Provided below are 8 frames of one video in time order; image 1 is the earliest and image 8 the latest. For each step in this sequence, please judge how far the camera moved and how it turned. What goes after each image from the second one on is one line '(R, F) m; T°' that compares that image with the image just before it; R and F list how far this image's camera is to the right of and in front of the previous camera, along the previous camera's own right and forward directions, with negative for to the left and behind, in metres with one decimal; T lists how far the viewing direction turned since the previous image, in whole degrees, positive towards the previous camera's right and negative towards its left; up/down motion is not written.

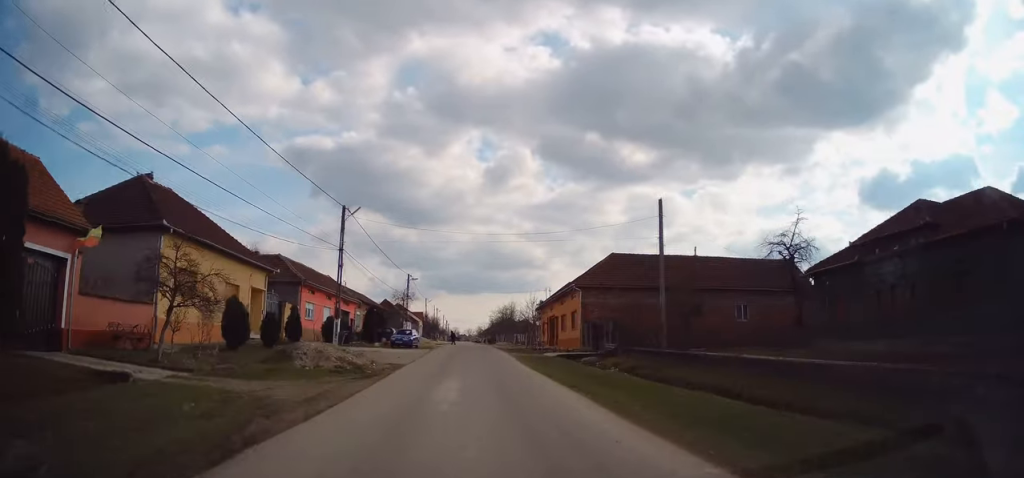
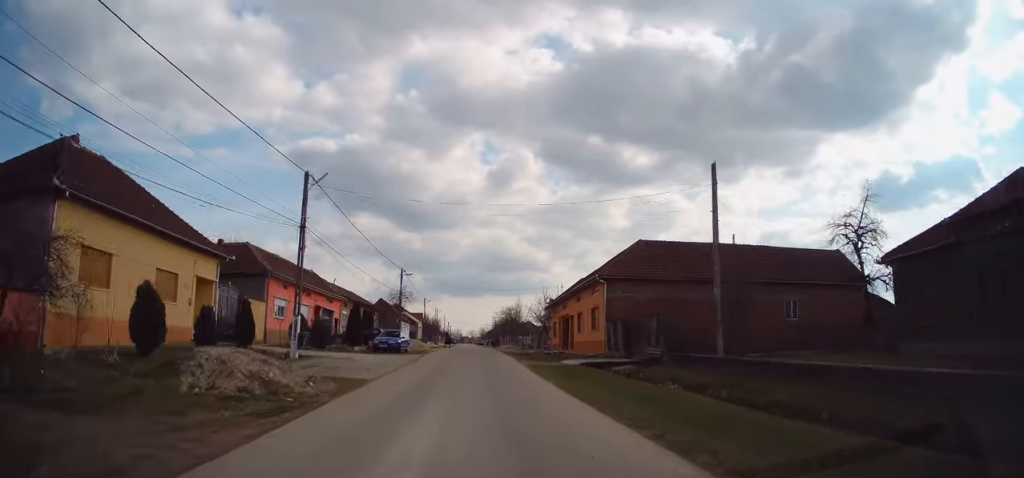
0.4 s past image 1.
(+0.2, +6.9) m; 0°
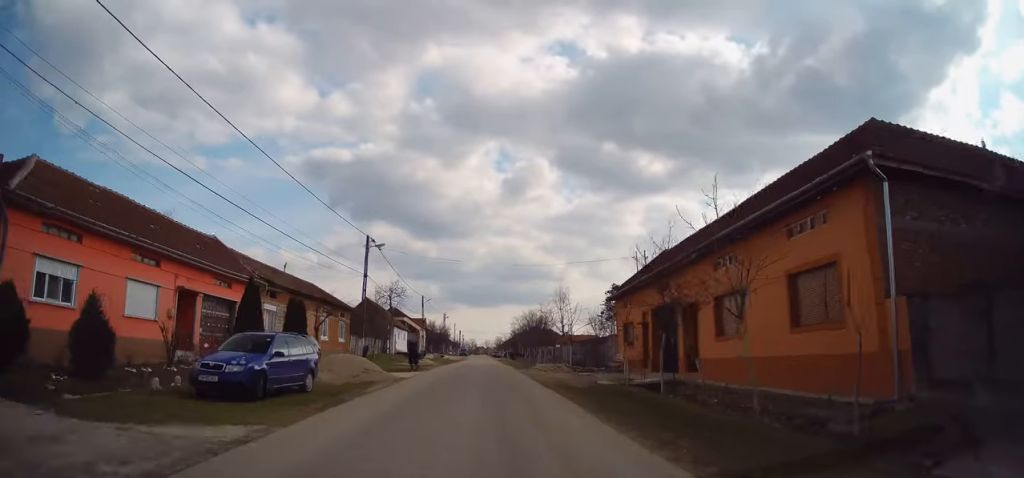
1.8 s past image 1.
(-0.6, +22.0) m; -1°
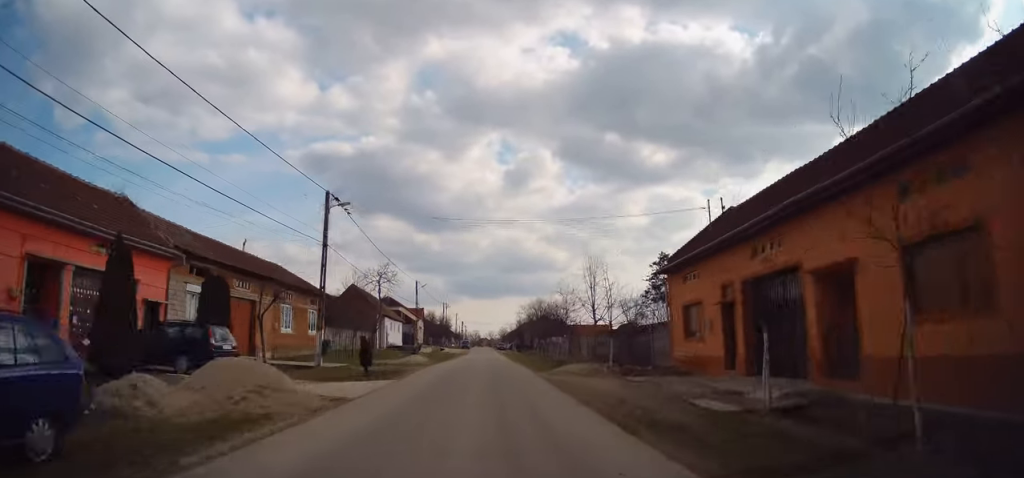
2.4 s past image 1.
(+0.1, +8.9) m; 0°
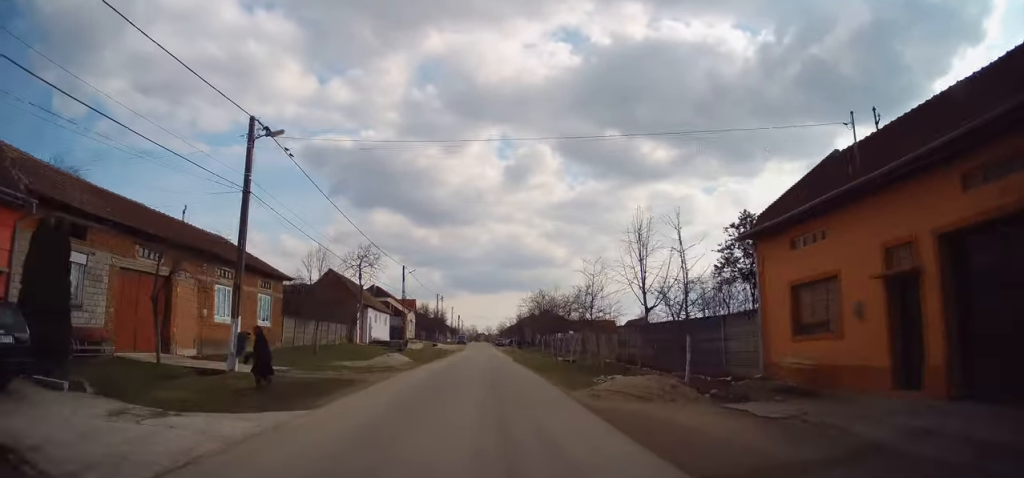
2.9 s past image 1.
(0.0, +8.4) m; 0°
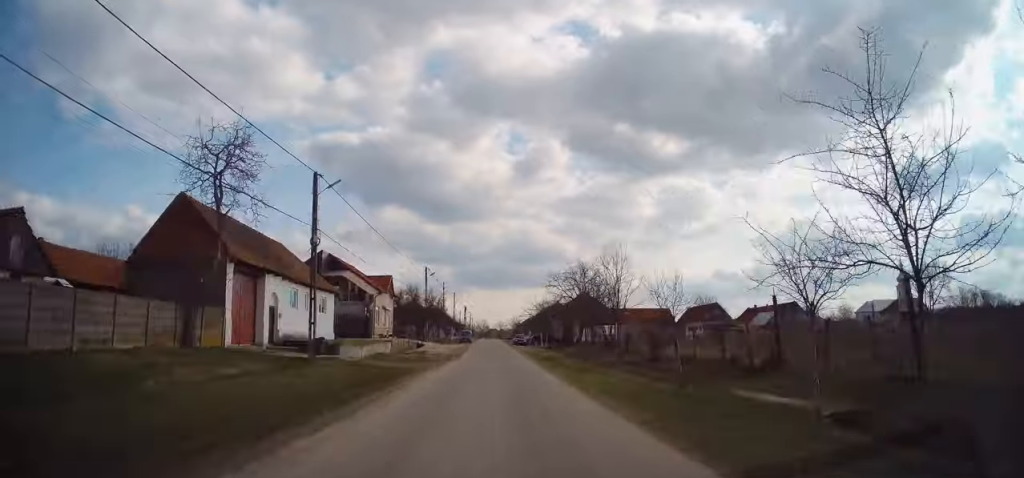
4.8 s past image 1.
(-0.1, +30.0) m; 0°
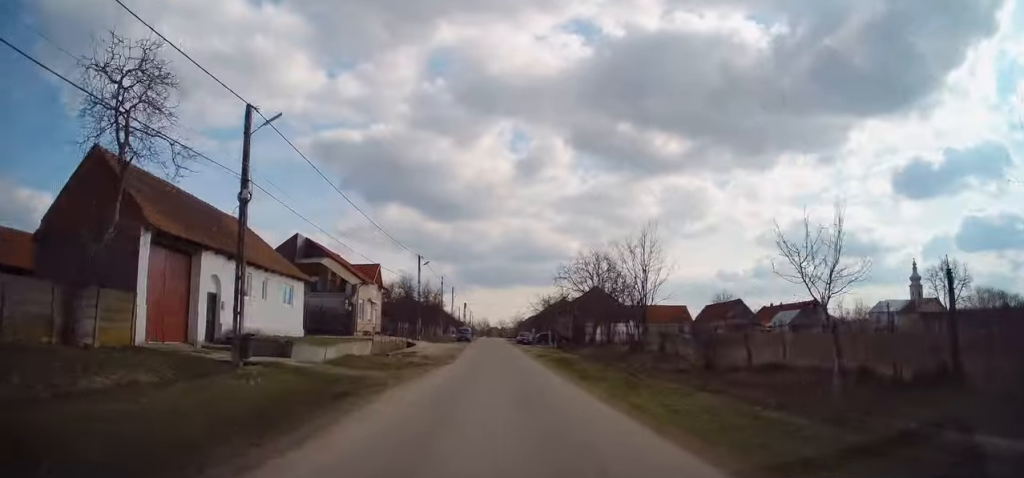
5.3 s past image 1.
(-0.1, +7.3) m; 0°
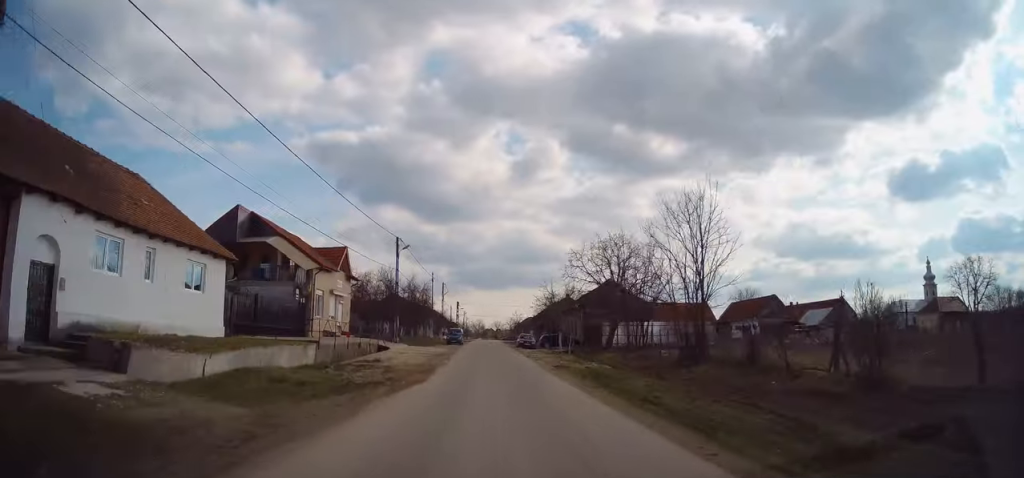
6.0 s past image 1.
(0.0, +10.3) m; 0°
